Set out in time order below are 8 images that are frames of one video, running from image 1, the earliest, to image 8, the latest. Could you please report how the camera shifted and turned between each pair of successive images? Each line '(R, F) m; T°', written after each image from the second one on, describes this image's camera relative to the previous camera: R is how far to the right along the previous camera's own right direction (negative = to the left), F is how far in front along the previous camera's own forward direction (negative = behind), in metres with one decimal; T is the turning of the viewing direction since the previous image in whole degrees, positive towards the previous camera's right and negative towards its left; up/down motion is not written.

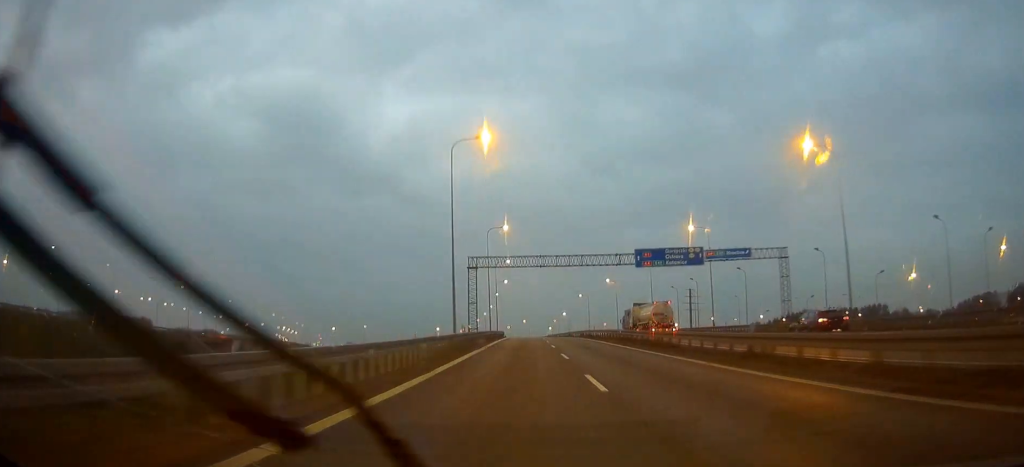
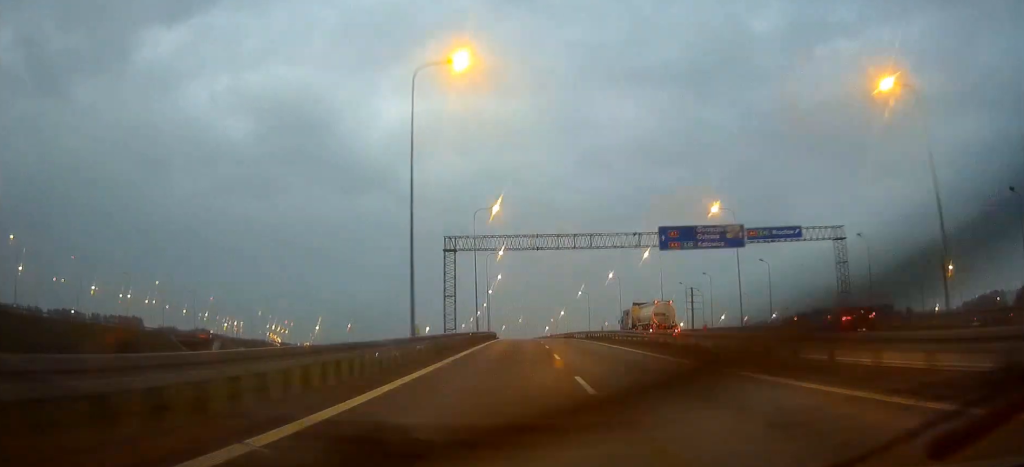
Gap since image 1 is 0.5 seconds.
(+0.1, +12.5) m; 0°
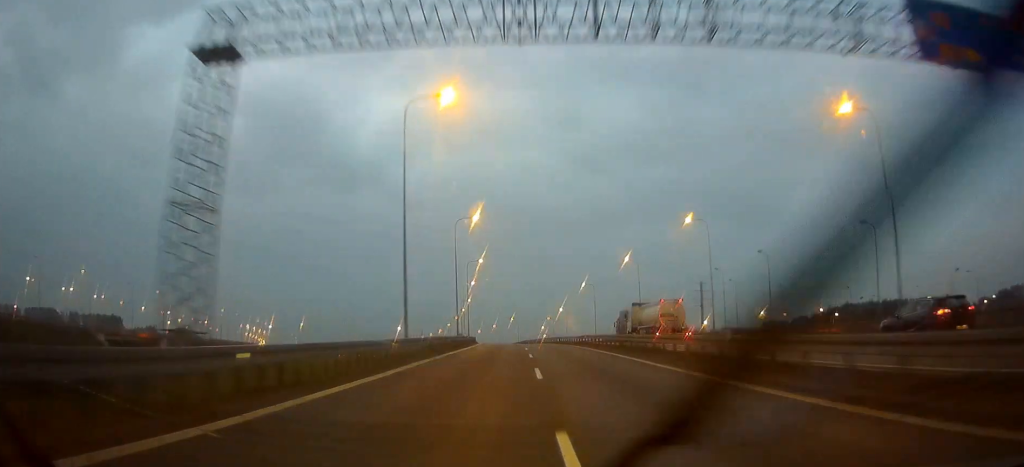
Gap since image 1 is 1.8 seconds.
(+0.2, +32.3) m; 0°
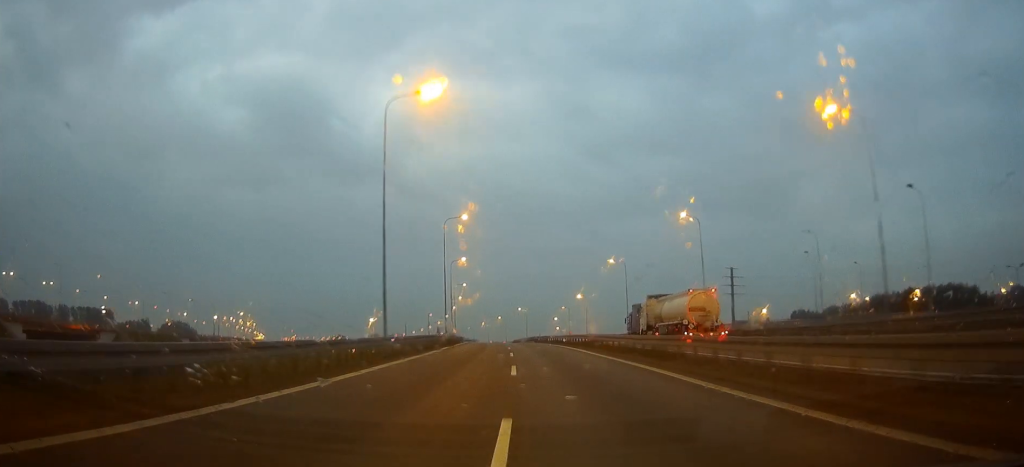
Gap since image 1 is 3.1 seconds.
(0.0, +35.0) m; 0°
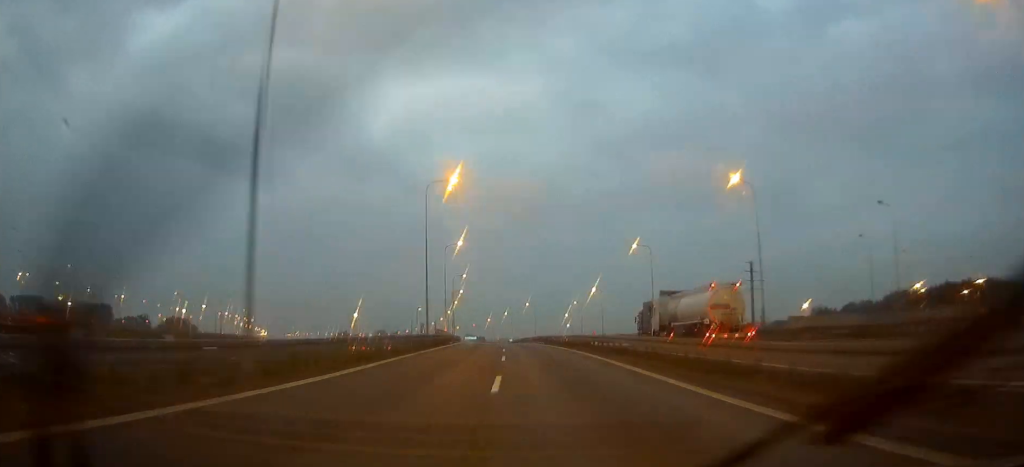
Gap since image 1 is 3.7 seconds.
(-0.1, +16.0) m; -1°
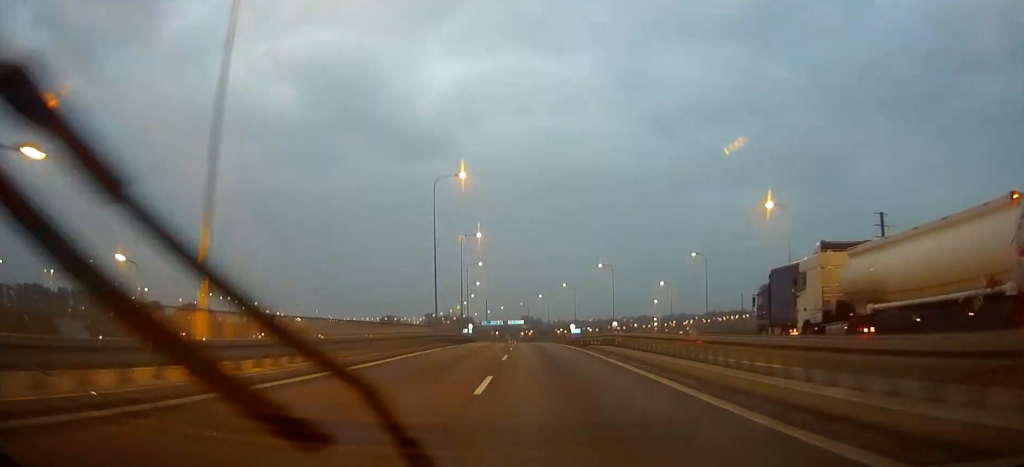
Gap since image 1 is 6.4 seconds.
(-2.9, +73.0) m; -4°
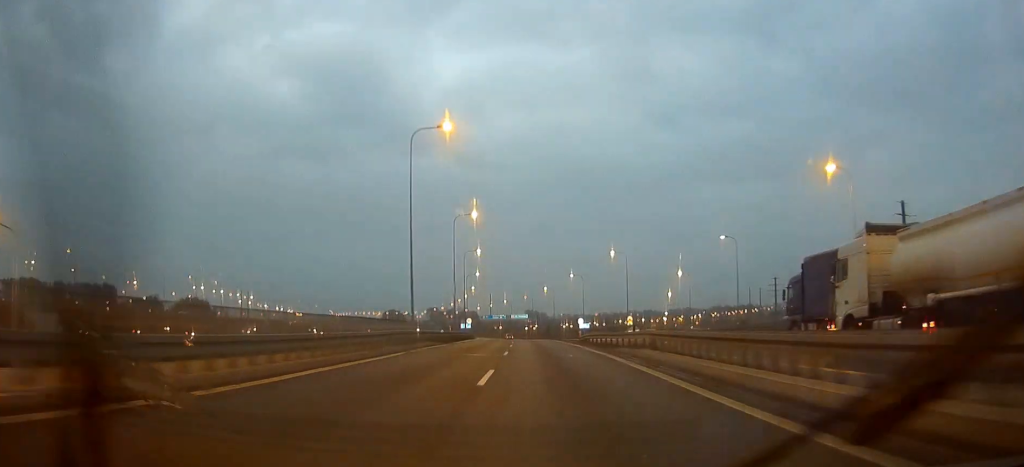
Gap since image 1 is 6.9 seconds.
(-0.1, +11.4) m; -1°
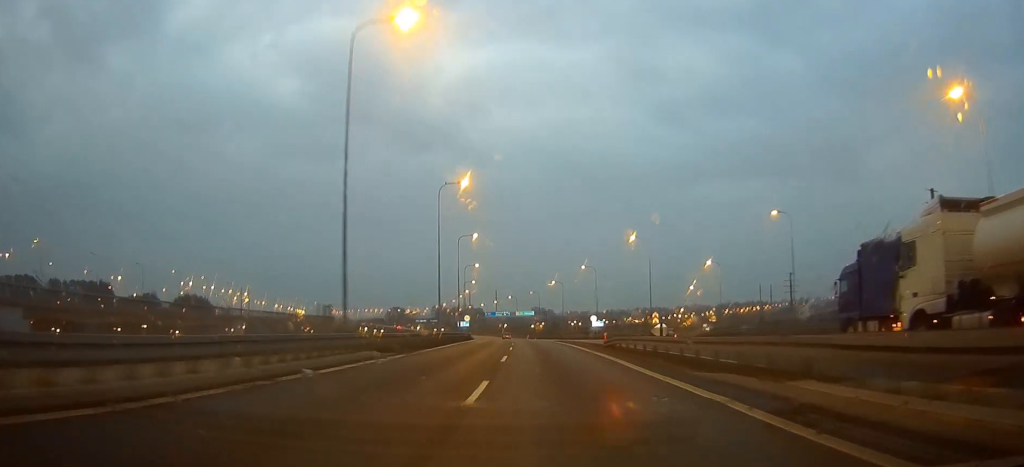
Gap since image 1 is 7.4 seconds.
(-0.1, +14.9) m; -1°
